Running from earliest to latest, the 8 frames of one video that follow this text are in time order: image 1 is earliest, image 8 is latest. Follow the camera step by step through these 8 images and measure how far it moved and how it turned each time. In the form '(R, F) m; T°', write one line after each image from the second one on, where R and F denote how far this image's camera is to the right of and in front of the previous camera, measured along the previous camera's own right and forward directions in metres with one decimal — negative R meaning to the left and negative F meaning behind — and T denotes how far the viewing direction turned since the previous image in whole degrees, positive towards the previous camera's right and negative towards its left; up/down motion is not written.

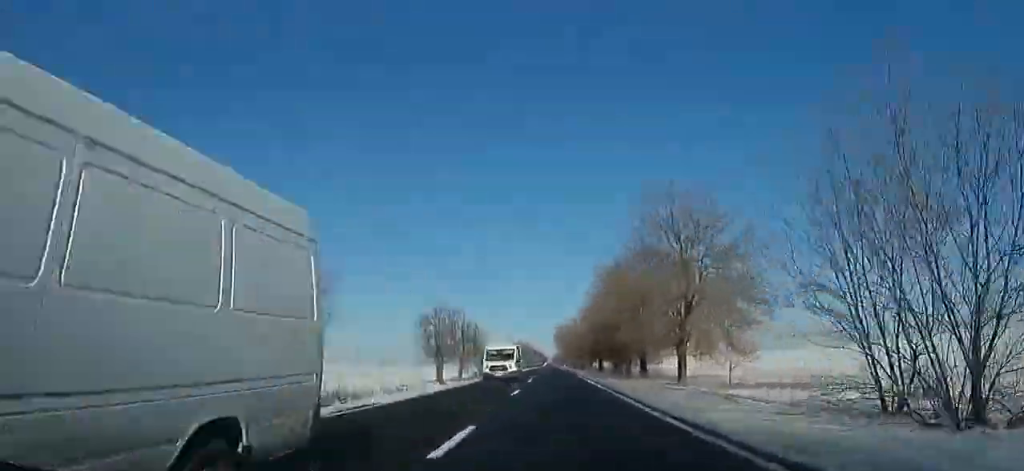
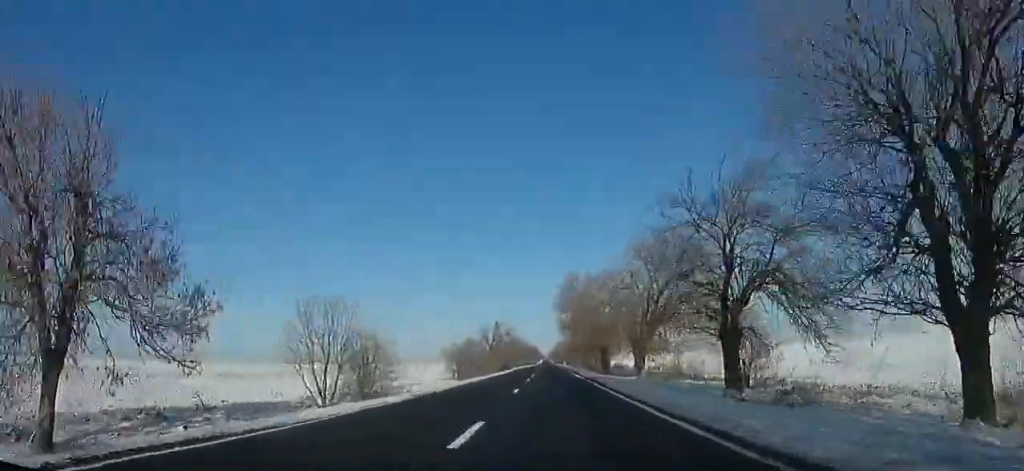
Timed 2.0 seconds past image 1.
(-0.7, +47.2) m; -1°
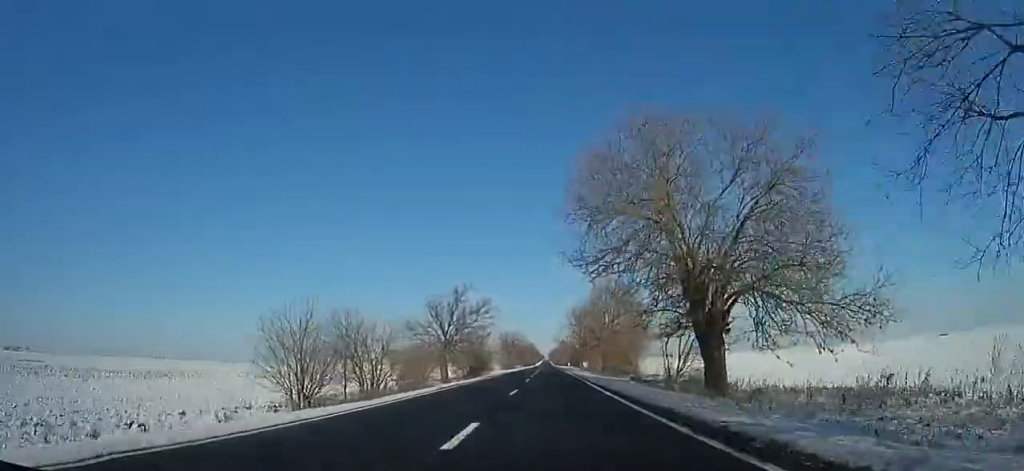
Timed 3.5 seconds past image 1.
(0.0, +36.2) m; 0°
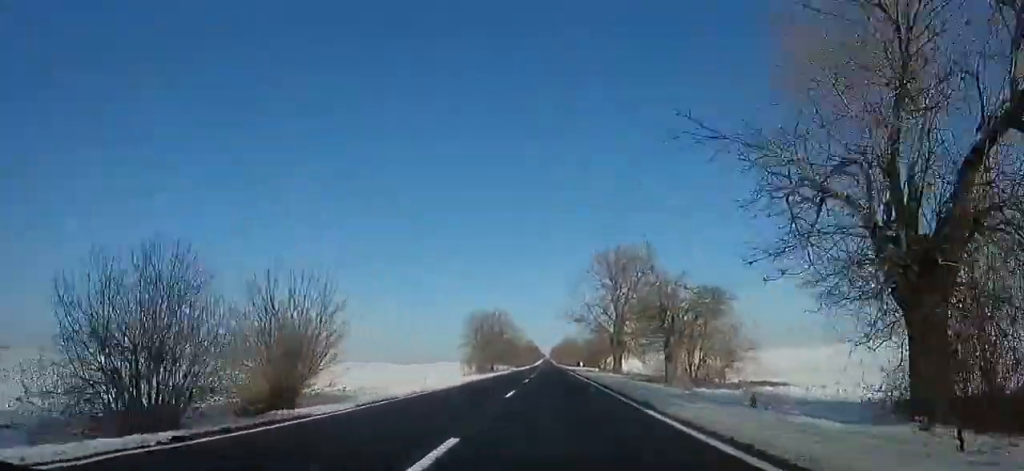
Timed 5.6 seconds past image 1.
(+0.2, +49.9) m; +1°
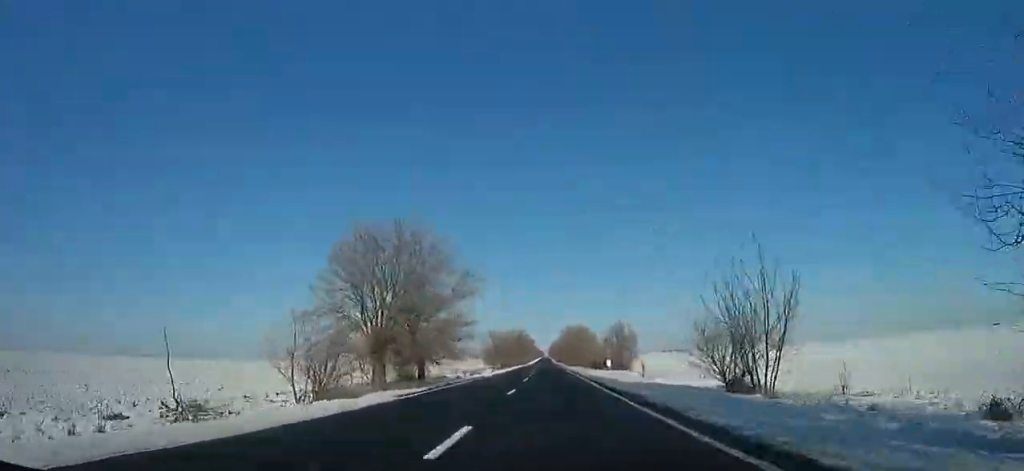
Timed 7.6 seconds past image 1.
(+0.9, +46.4) m; 0°
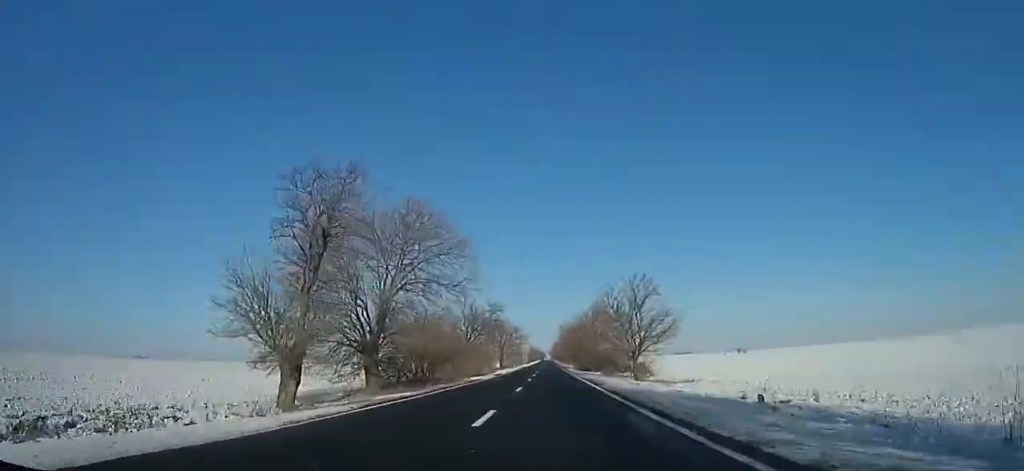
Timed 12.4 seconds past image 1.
(-1.6, +114.7) m; 0°
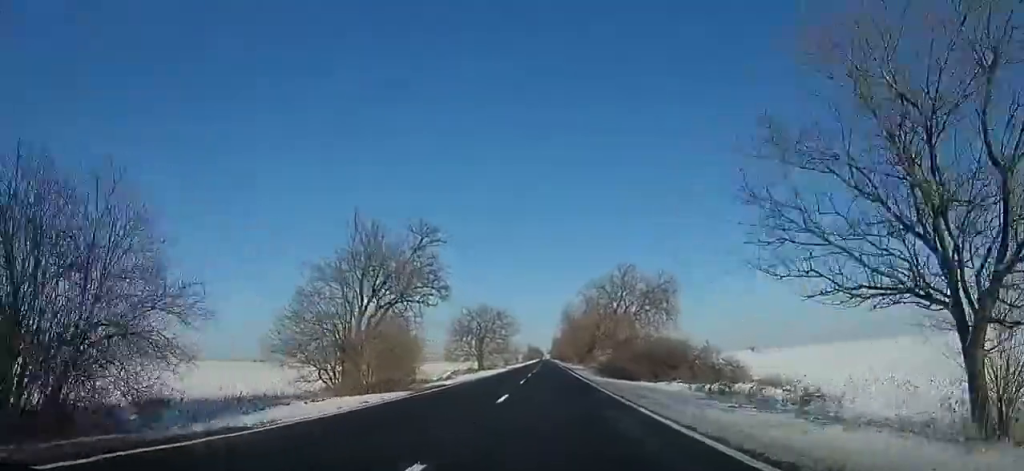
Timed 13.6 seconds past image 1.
(+0.5, +30.1) m; 0°
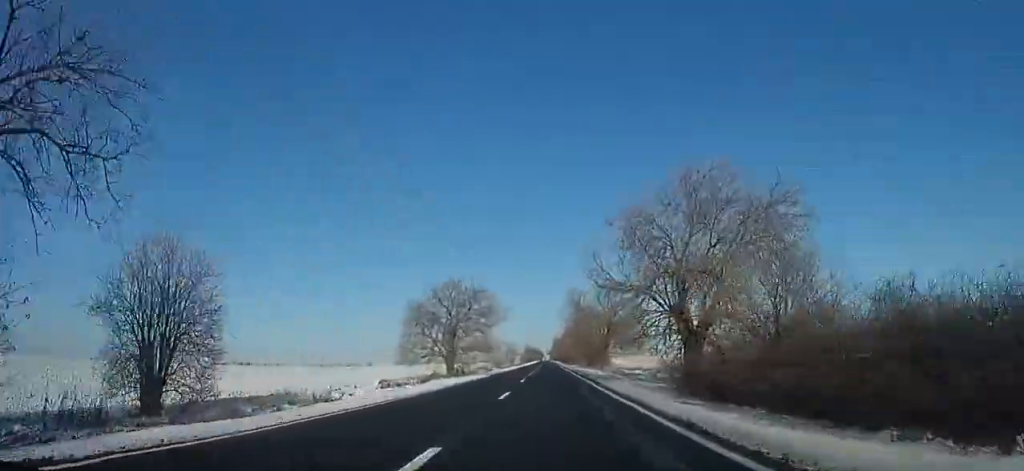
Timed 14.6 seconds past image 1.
(-0.4, +22.2) m; 0°
